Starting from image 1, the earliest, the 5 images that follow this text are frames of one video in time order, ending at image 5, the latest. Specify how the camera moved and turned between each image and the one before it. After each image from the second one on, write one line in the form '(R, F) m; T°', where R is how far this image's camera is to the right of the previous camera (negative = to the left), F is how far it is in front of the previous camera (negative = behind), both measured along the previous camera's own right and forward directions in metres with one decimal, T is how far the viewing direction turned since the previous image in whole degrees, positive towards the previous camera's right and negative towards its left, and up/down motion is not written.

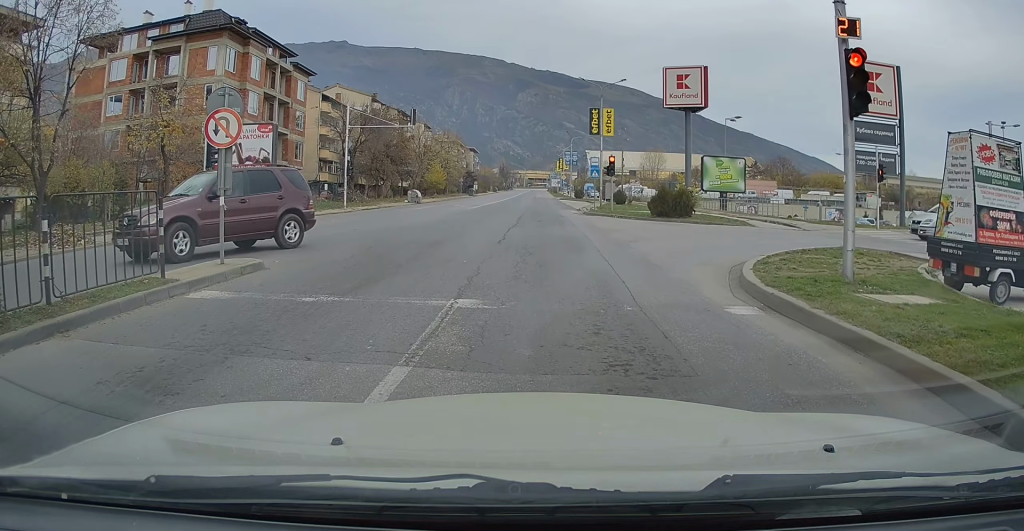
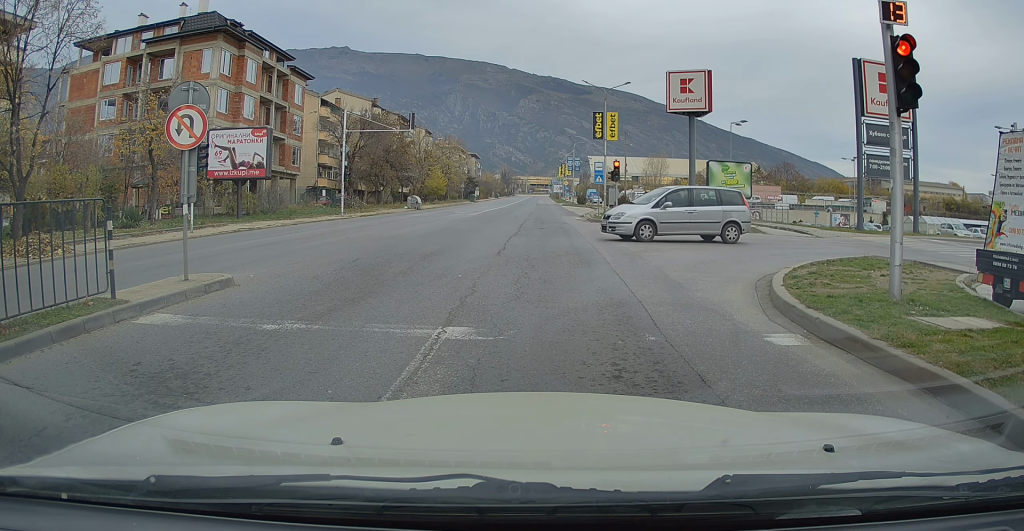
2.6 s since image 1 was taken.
(-0.3, +1.1) m; 0°
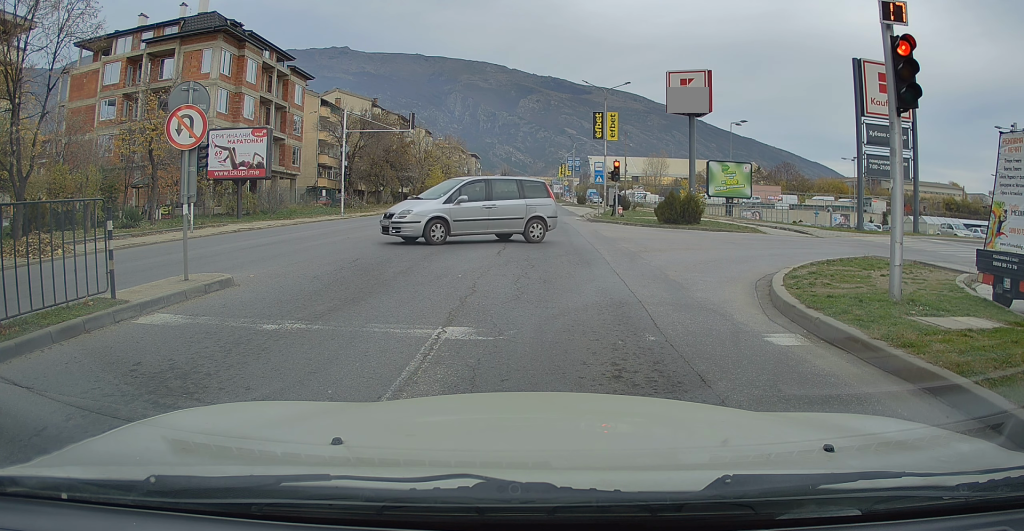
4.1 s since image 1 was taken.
(0.0, 0.0) m; 0°
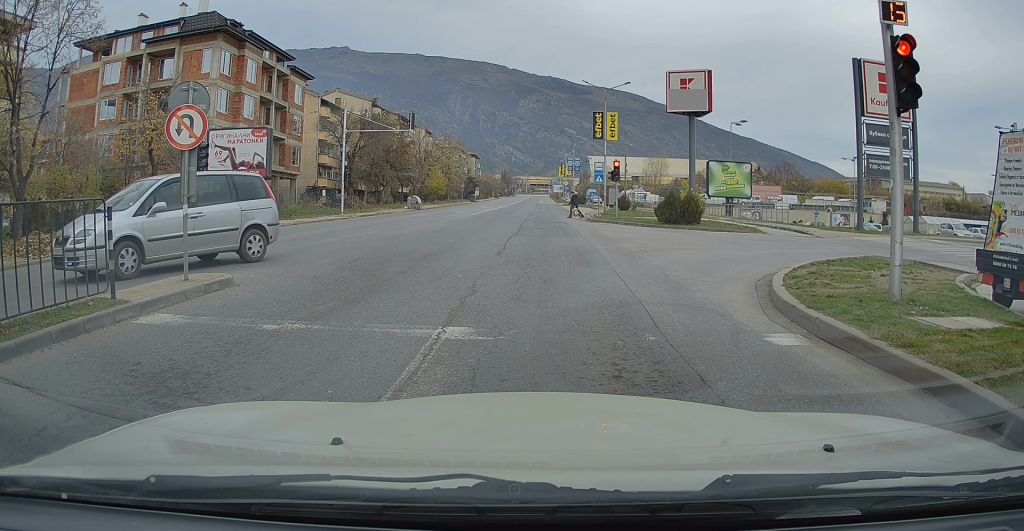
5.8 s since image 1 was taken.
(0.0, 0.0) m; 0°
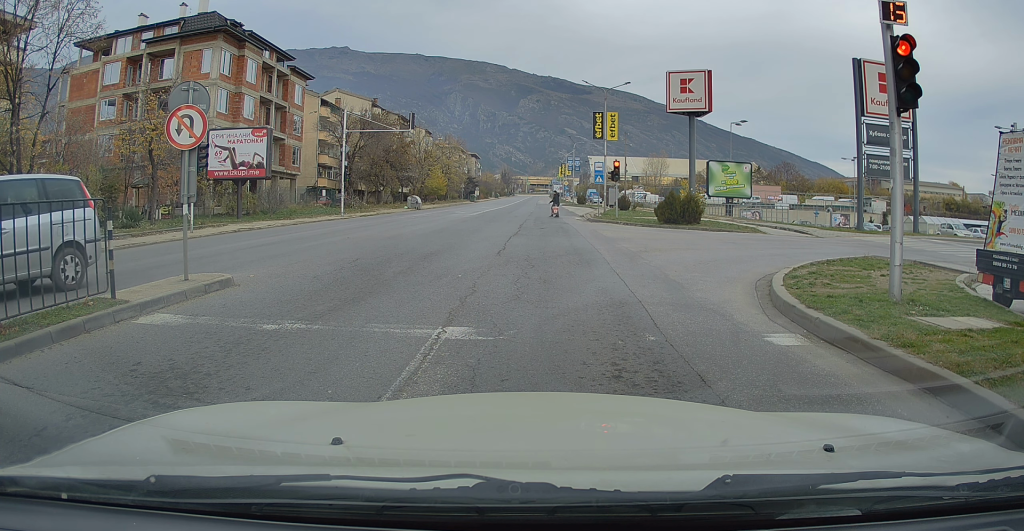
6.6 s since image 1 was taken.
(0.0, 0.0) m; 0°
